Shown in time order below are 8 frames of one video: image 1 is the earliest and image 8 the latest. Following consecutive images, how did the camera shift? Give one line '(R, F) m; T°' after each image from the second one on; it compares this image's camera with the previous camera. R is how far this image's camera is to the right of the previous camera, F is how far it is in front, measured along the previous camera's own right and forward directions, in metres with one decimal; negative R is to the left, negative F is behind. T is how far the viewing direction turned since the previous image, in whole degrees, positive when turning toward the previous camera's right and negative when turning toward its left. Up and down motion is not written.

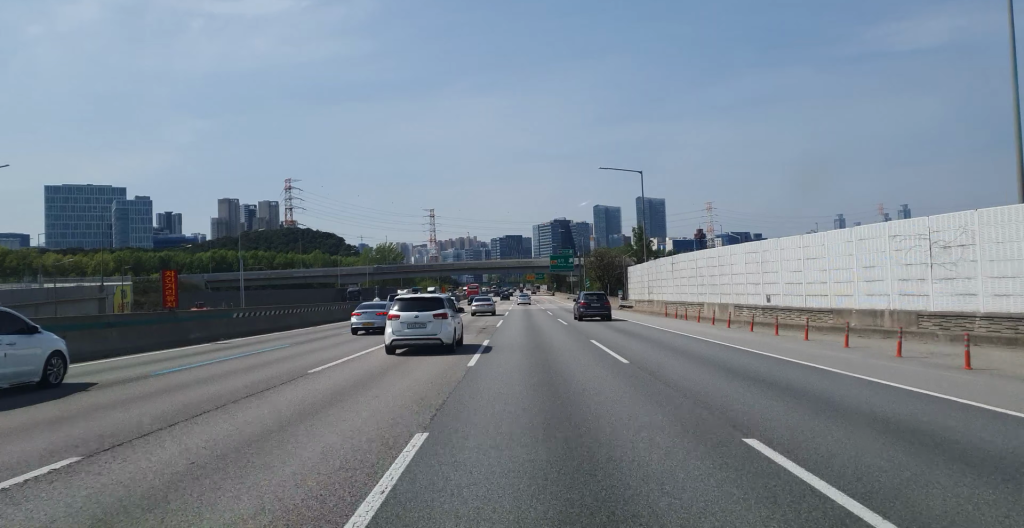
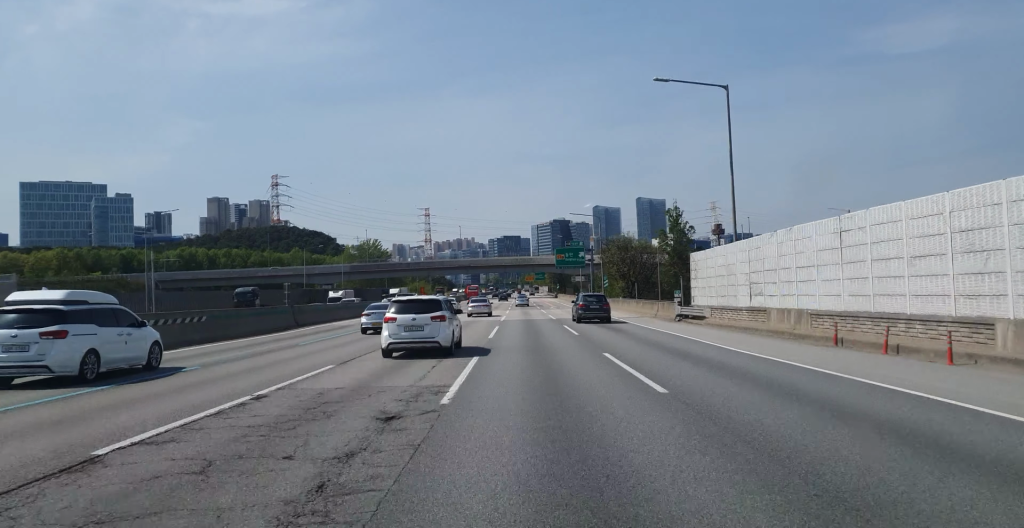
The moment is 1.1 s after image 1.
(+0.2, +27.3) m; 0°
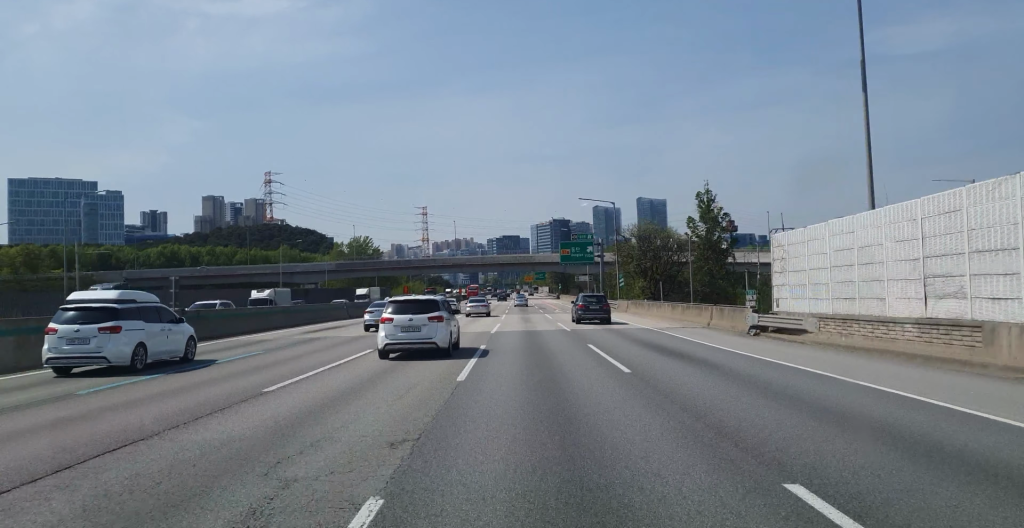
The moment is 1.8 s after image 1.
(+0.1, +15.2) m; 0°
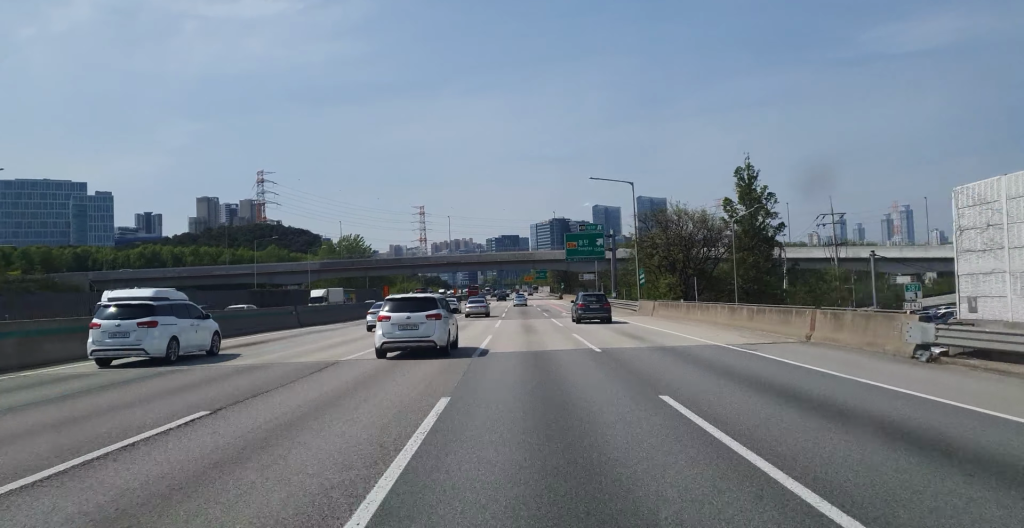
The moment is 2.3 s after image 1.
(-0.1, +13.6) m; -1°
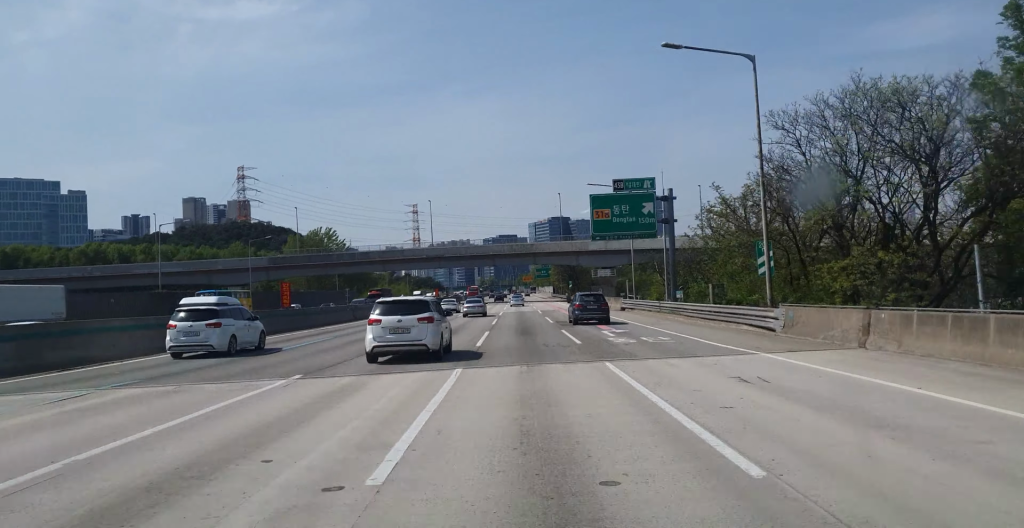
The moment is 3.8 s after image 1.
(-0.4, +34.9) m; -1°
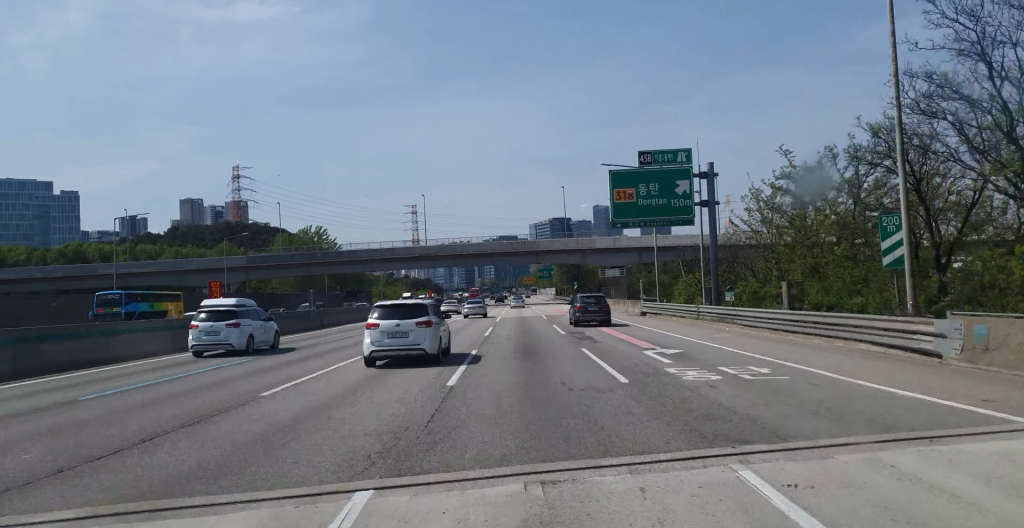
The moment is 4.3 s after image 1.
(-0.1, +11.1) m; 0°
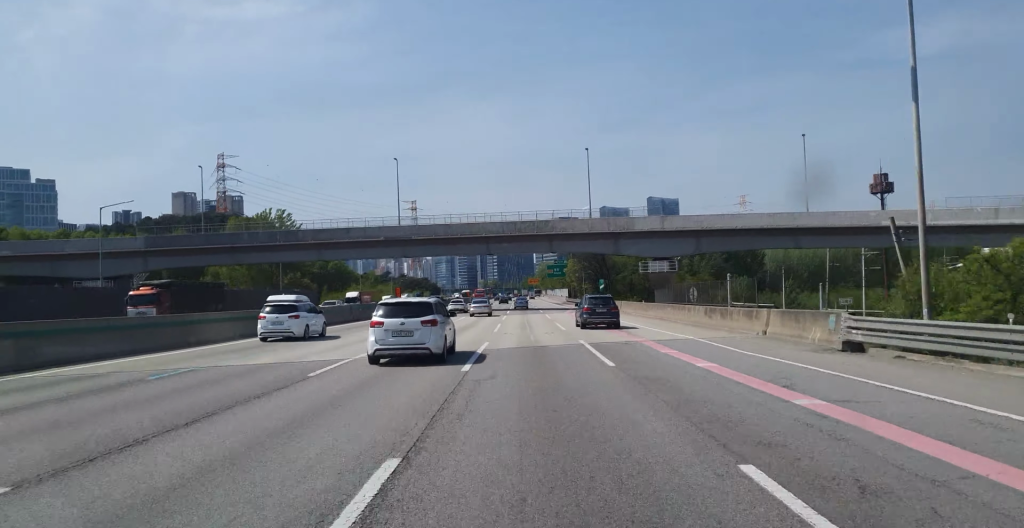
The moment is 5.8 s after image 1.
(+0.1, +35.9) m; +2°
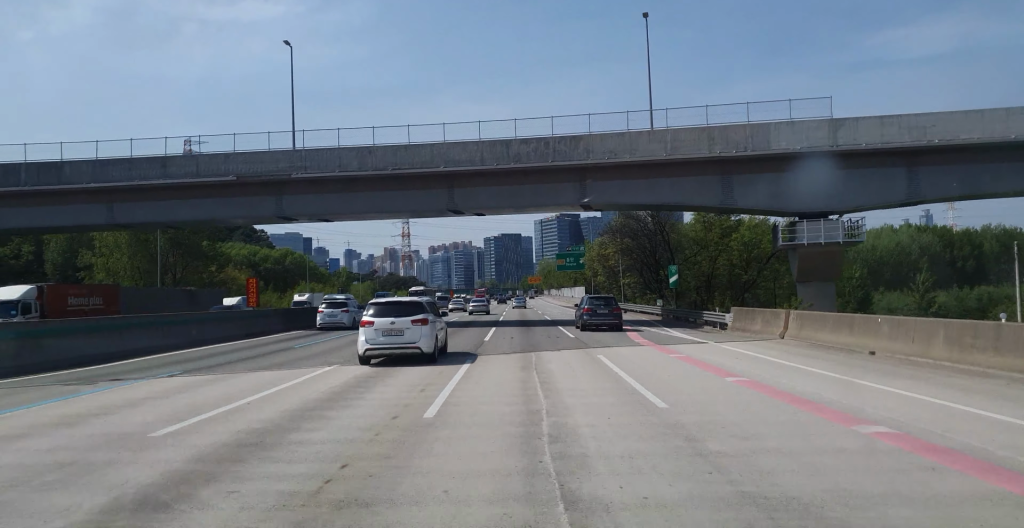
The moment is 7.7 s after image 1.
(+0.3, +47.3) m; -1°
